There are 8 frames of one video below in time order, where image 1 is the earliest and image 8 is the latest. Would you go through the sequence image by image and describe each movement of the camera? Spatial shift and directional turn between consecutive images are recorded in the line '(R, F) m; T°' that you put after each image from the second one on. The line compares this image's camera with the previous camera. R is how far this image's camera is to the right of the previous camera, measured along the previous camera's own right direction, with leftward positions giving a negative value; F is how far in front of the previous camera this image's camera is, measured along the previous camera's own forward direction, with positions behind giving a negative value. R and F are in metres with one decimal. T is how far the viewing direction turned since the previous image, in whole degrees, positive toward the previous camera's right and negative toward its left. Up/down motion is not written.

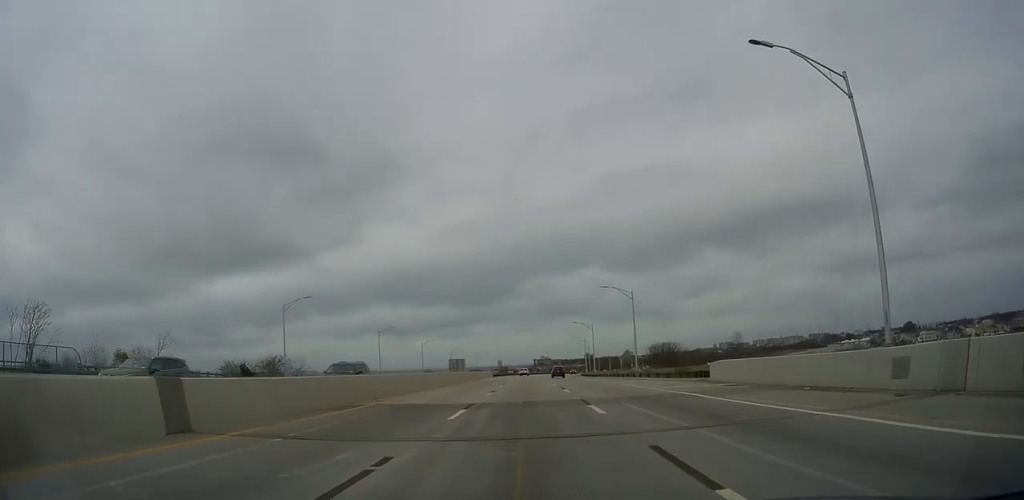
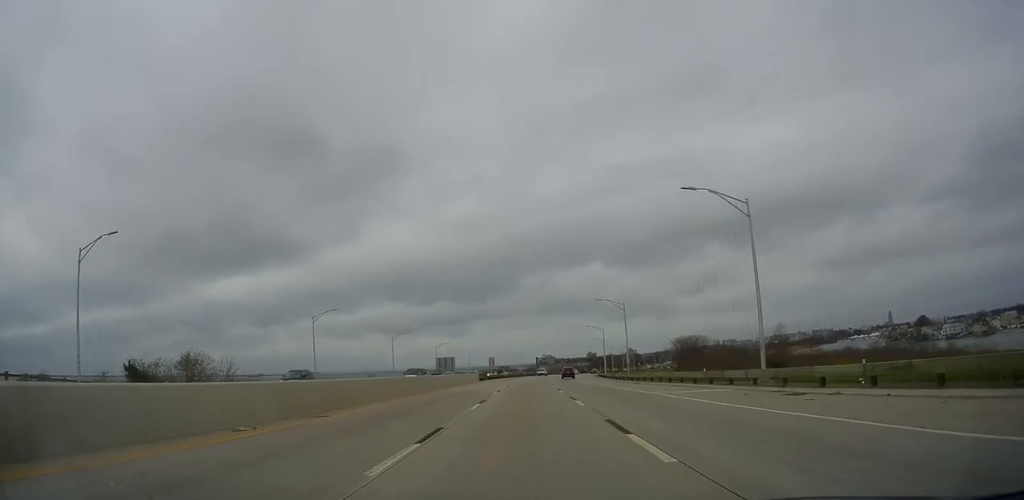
(-0.8, +32.1) m; -1°
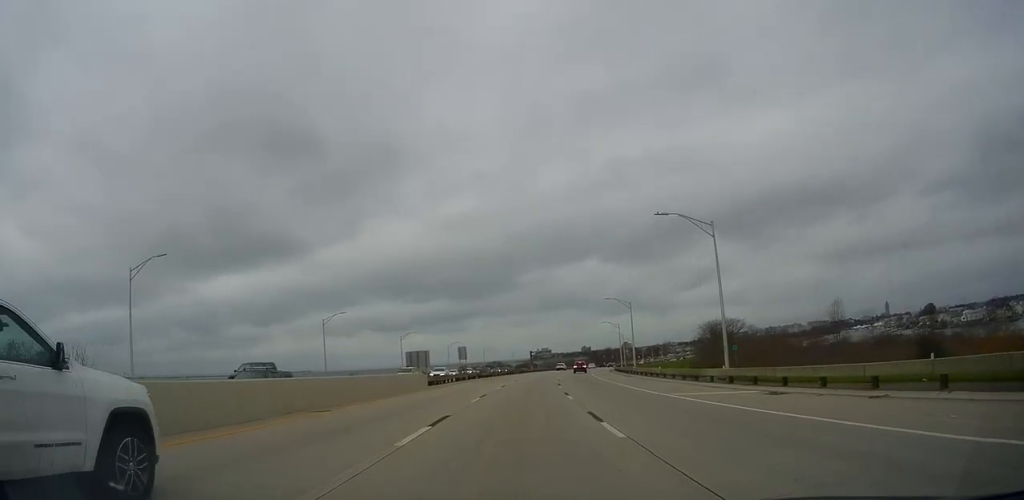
(+0.9, +34.3) m; +1°
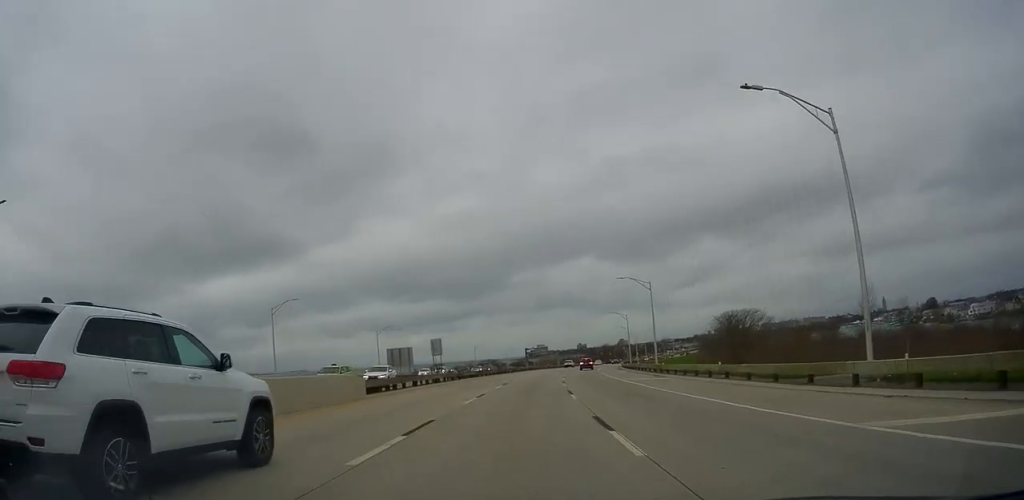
(+0.1, +14.4) m; 0°
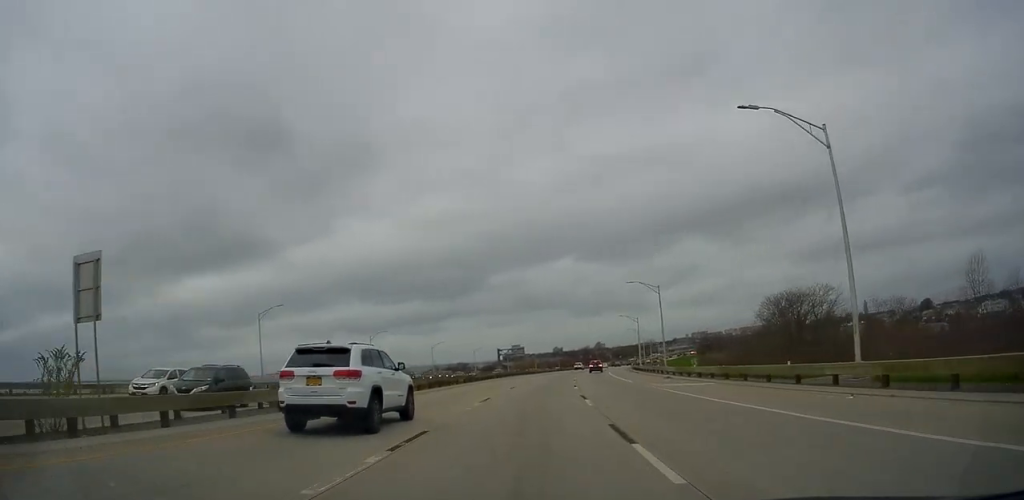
(-0.1, +38.0) m; +1°
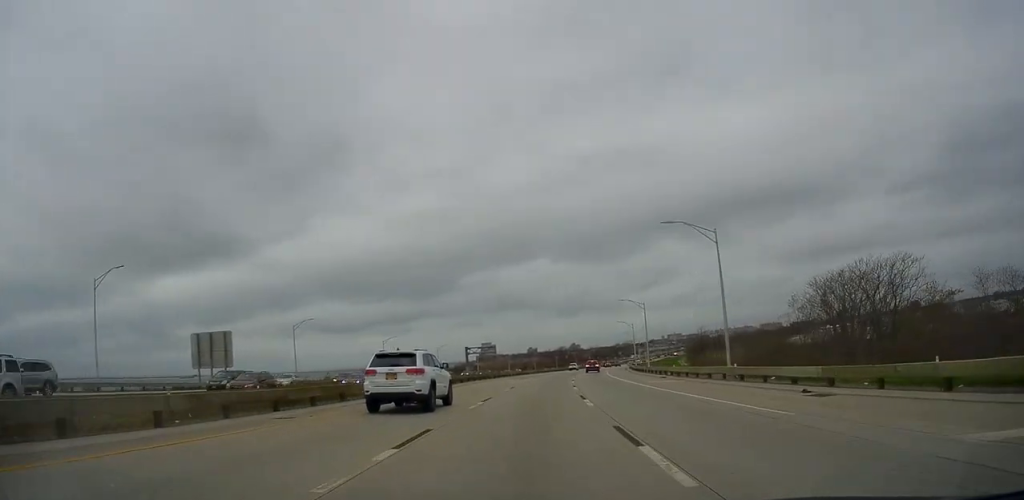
(+0.4, +24.7) m; +2°
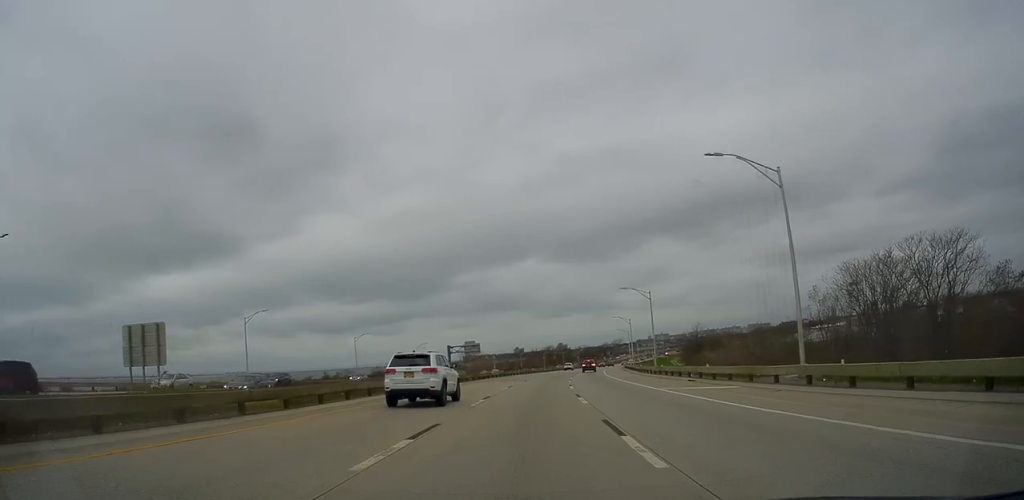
(+0.2, +11.2) m; +1°
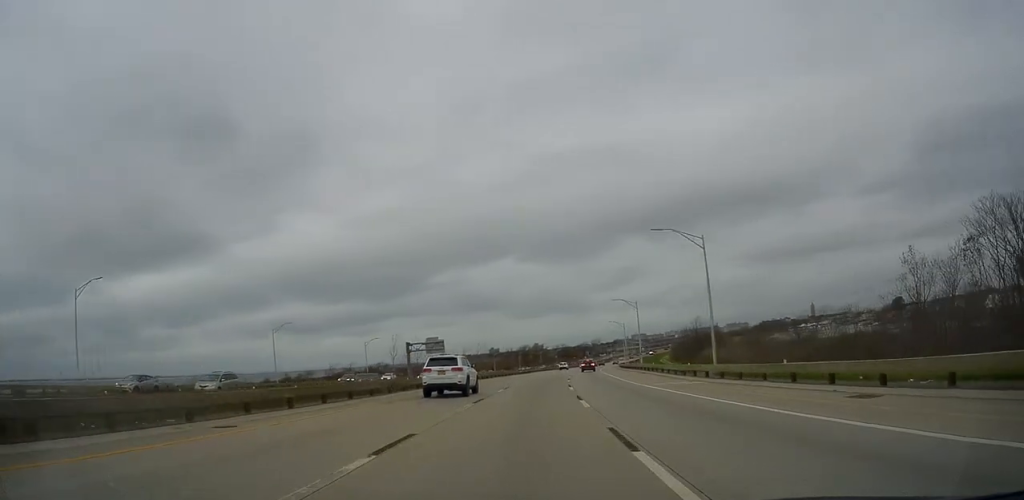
(+0.1, +26.8) m; +3°
